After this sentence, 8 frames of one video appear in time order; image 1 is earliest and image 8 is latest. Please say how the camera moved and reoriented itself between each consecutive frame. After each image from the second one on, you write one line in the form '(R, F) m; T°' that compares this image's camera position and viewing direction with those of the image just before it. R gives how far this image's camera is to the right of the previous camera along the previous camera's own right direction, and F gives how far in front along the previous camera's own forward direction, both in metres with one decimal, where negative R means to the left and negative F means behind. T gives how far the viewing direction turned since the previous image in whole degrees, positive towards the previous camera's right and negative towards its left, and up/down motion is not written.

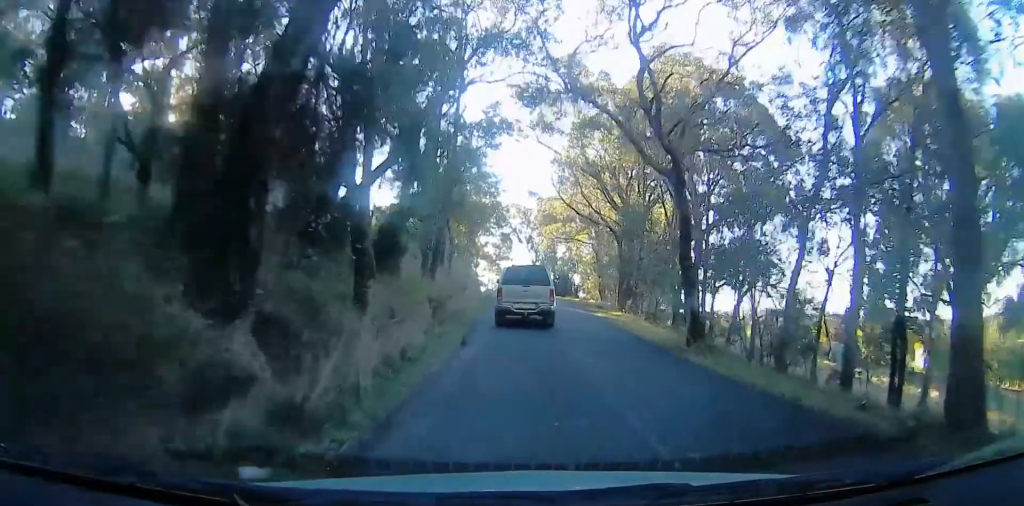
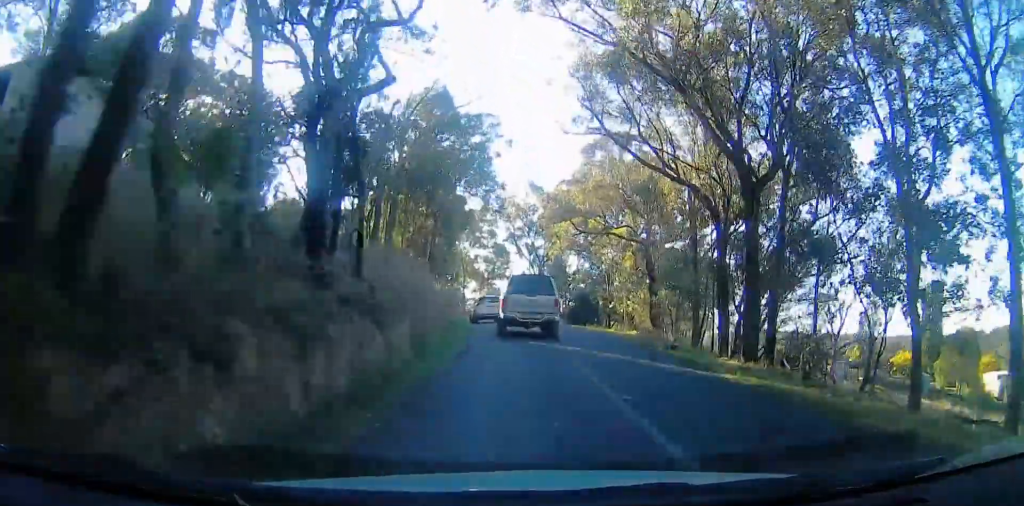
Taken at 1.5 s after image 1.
(+0.4, +16.5) m; +2°
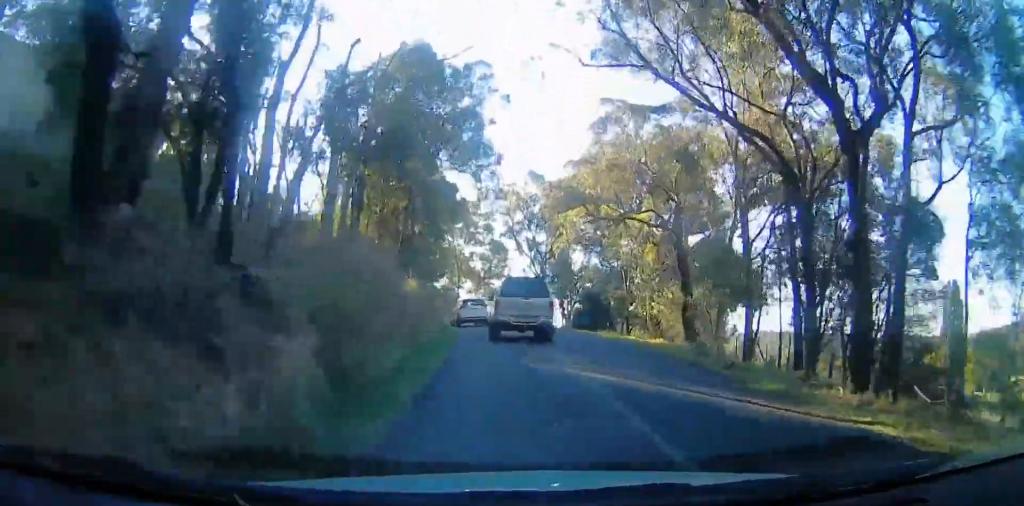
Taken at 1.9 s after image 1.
(0.0, +4.8) m; 0°
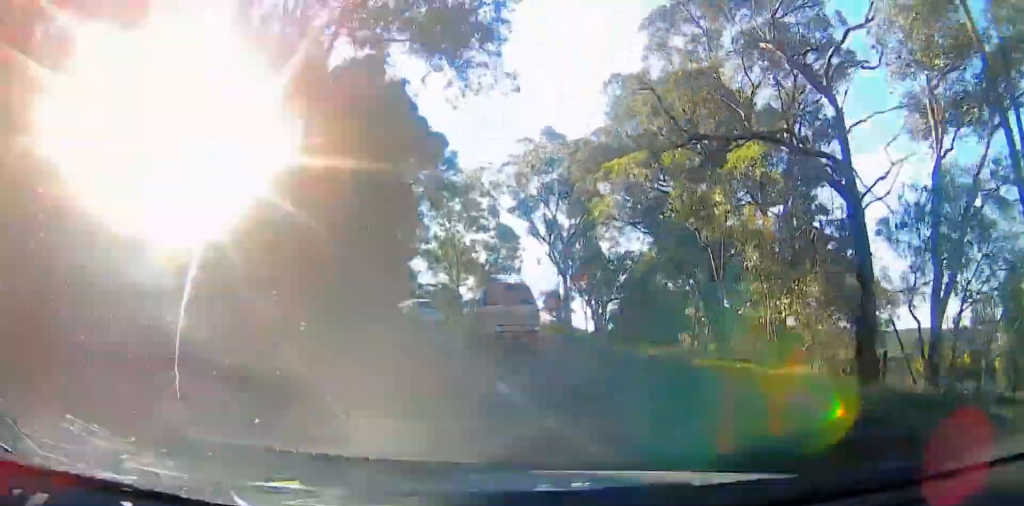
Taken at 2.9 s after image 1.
(0.0, +9.0) m; 0°
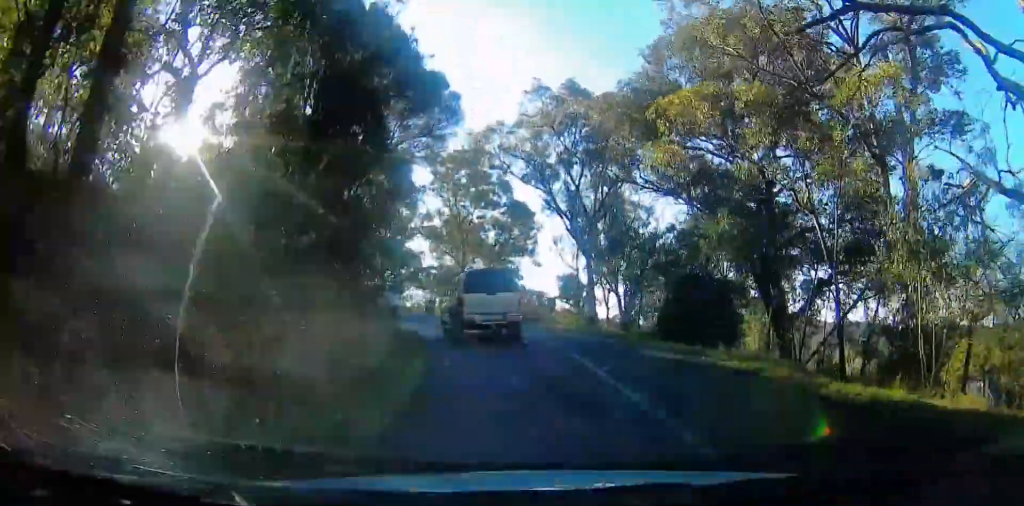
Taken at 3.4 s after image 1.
(0.0, +4.8) m; -1°
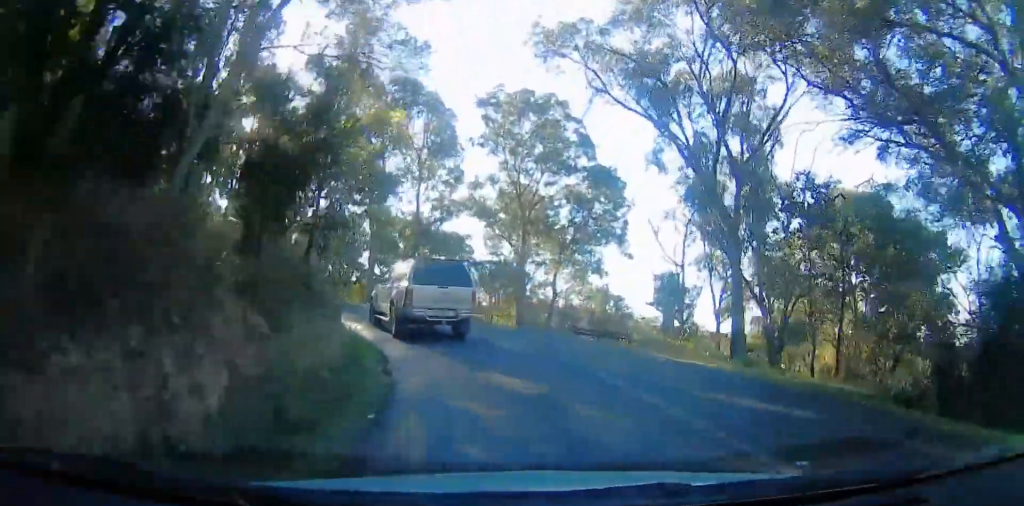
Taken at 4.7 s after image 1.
(-0.2, +11.3) m; -12°
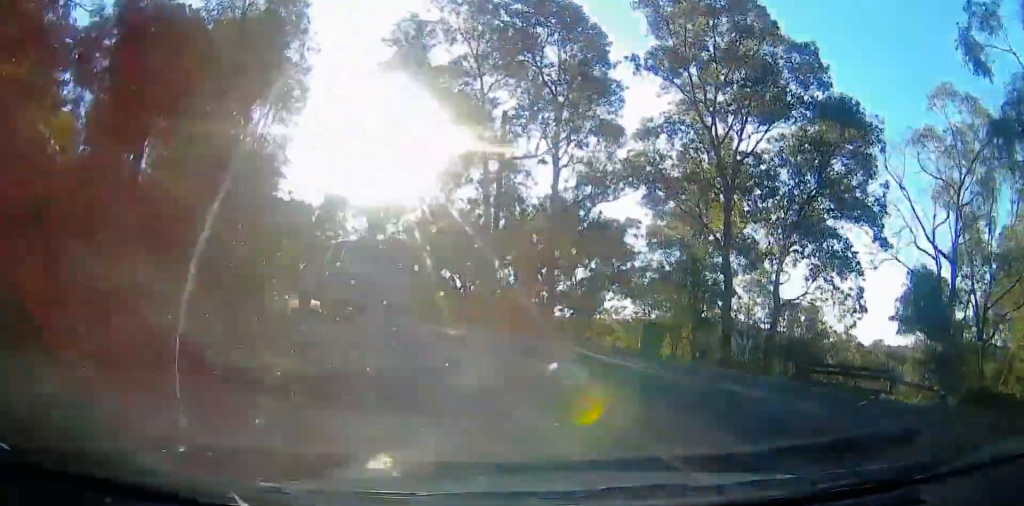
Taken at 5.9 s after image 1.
(-2.3, +11.0) m; -17°
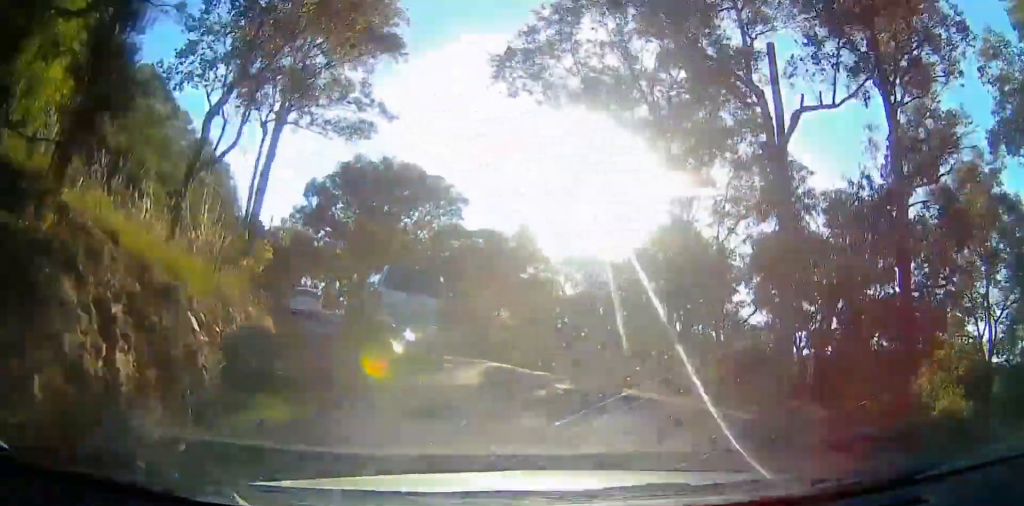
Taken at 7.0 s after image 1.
(-0.1, +10.5) m; -1°
